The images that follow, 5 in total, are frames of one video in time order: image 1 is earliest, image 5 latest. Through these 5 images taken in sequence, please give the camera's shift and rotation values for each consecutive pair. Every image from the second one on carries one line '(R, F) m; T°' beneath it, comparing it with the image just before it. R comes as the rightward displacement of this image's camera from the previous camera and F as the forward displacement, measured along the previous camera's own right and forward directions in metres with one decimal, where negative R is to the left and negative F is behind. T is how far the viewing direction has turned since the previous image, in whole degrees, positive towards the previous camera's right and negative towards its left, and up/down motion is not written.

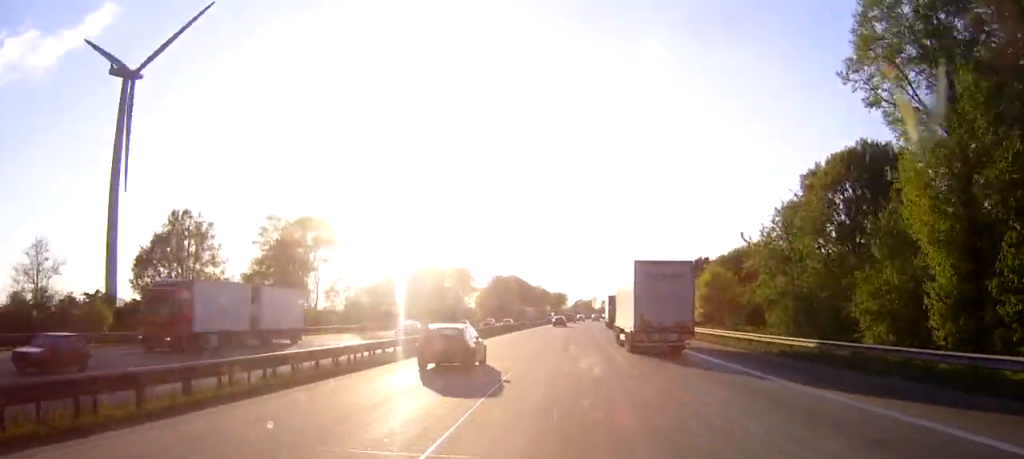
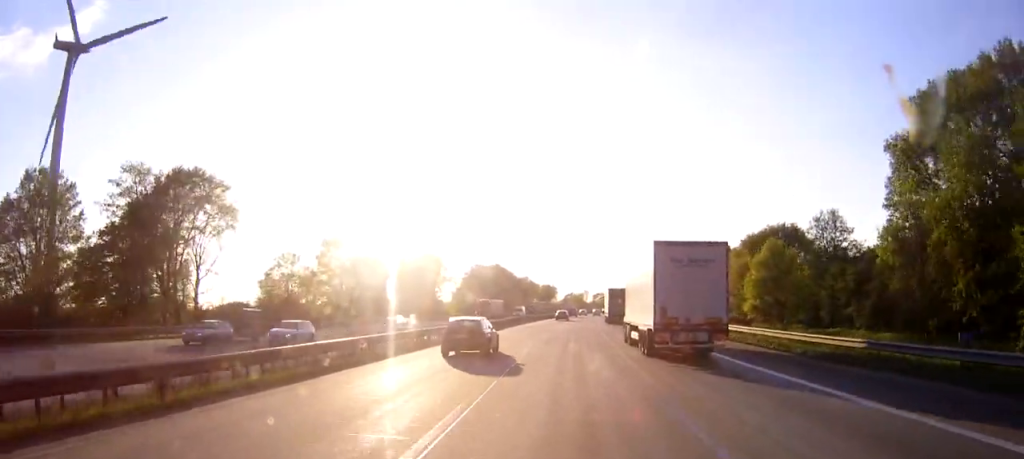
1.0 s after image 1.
(+0.2, +29.1) m; +1°
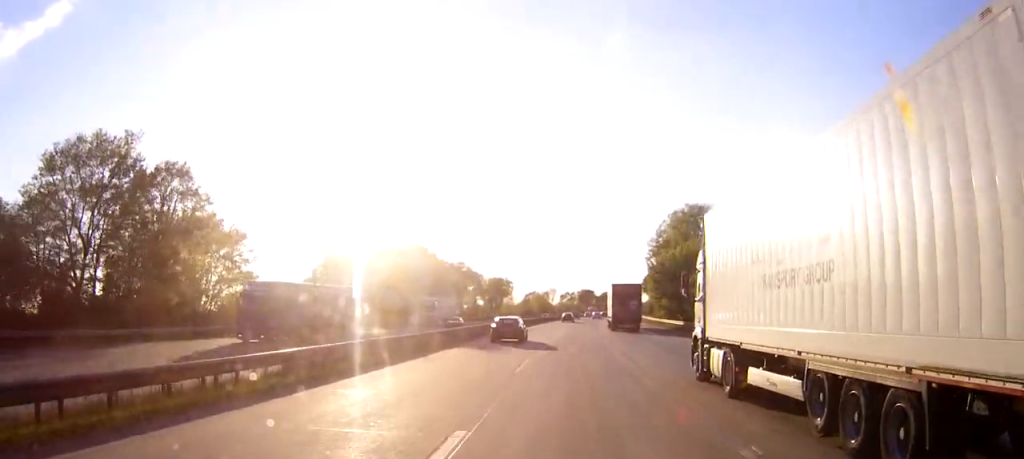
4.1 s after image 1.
(+2.5, +93.7) m; +3°
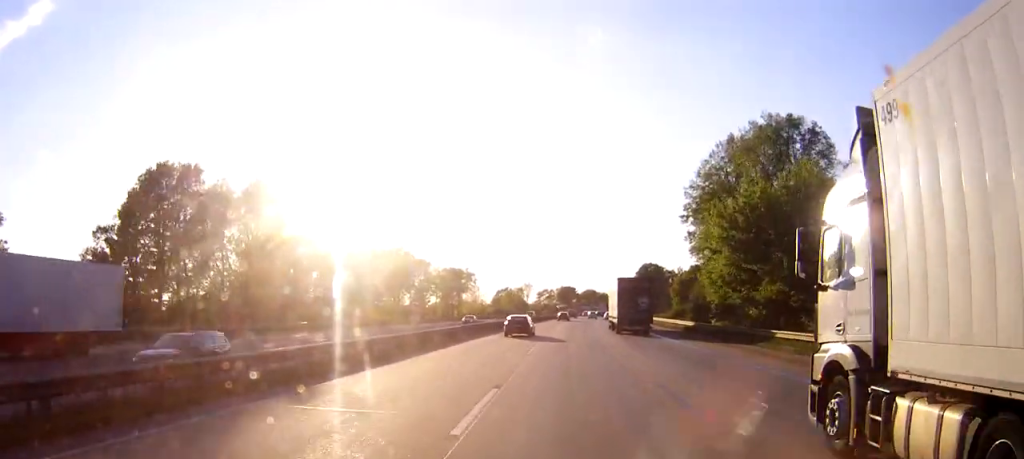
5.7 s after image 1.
(+0.5, +48.0) m; +1°
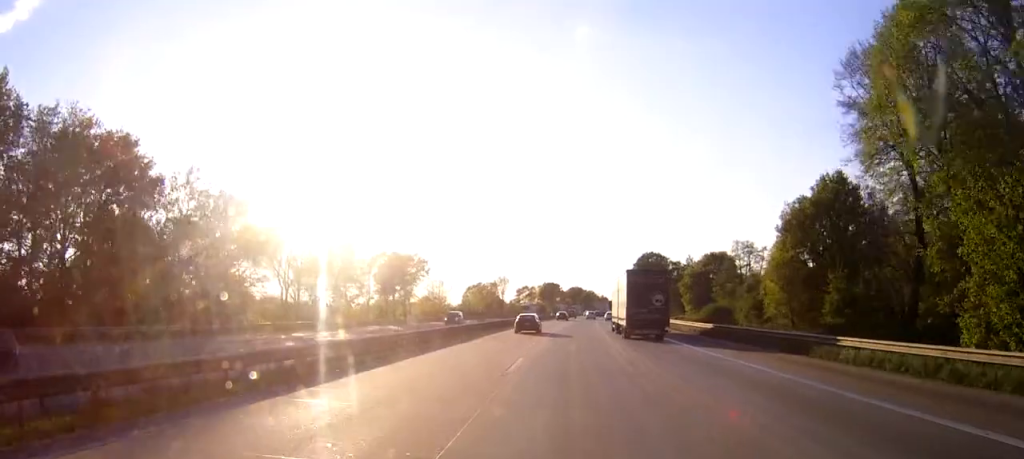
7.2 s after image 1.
(+0.5, +43.9) m; +1°
